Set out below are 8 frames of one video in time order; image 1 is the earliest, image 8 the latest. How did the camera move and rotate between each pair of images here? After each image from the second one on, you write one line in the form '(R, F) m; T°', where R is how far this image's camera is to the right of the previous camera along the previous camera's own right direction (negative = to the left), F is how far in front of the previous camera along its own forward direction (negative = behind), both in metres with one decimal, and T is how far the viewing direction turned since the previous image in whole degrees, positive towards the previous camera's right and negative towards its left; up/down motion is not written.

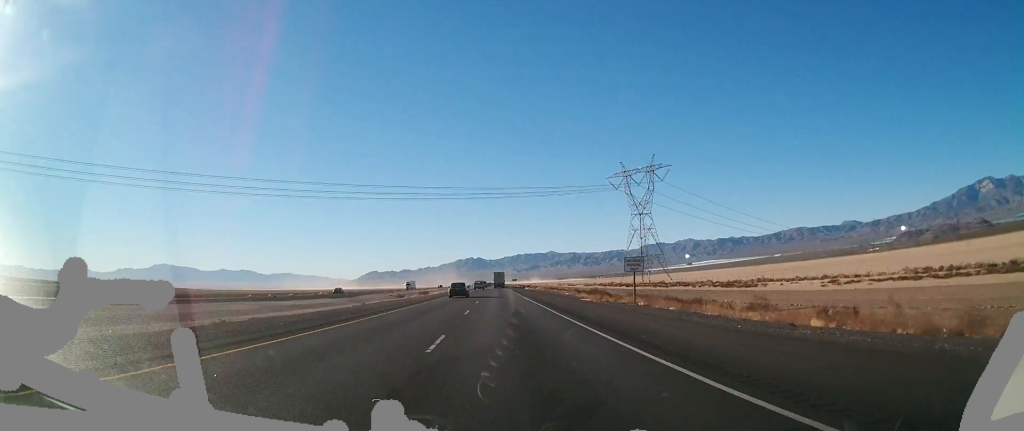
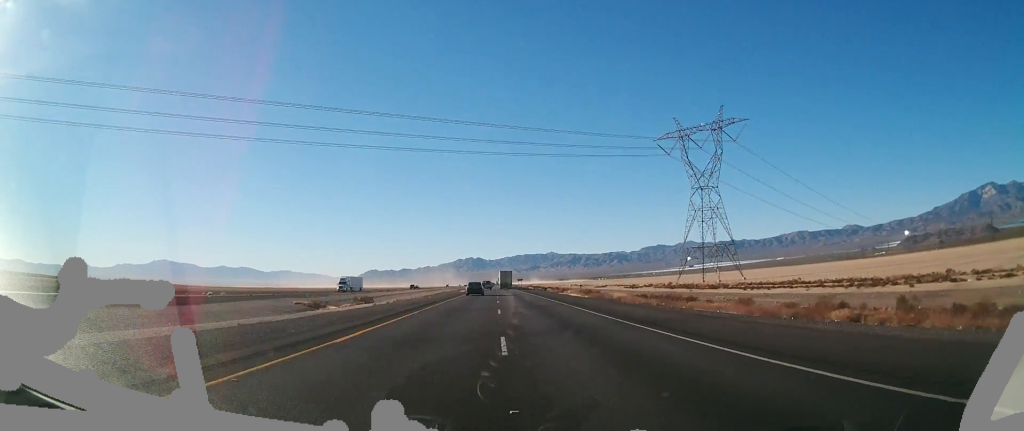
(-0.6, +71.9) m; -1°
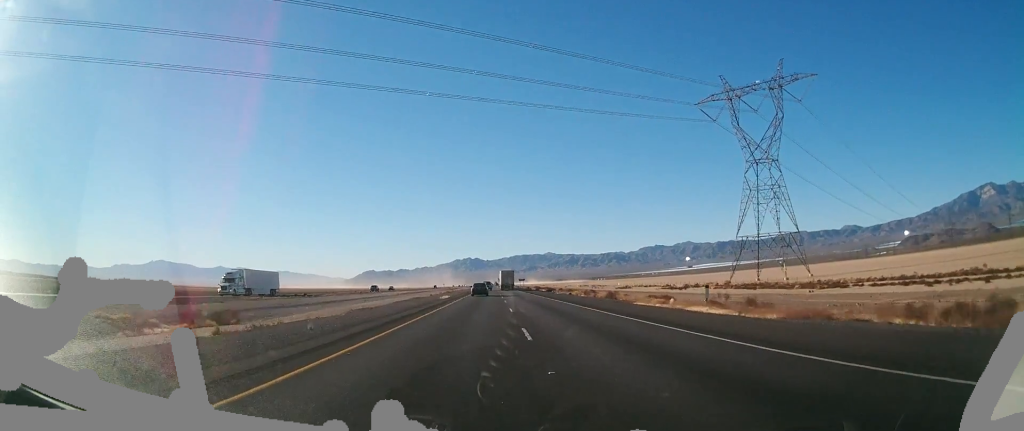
(0.0, +40.0) m; 0°
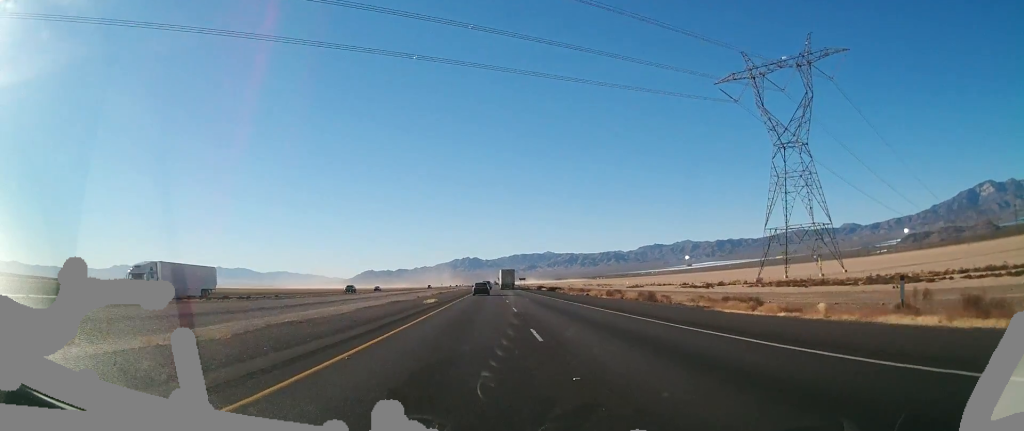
(+0.1, +15.1) m; 0°
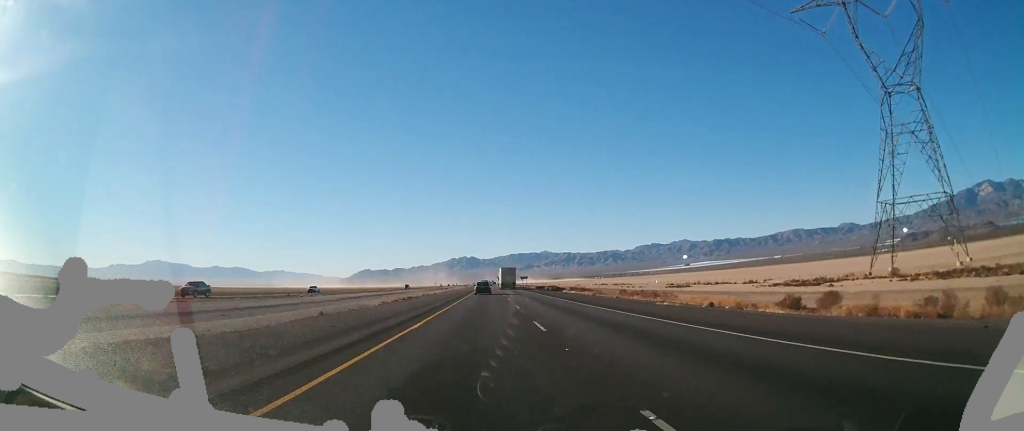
(+0.3, +39.8) m; 0°
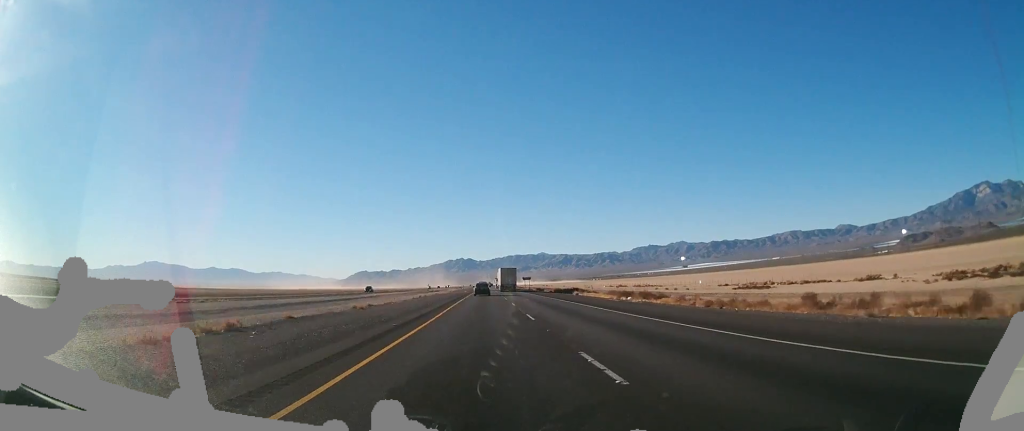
(-0.3, +38.0) m; 0°
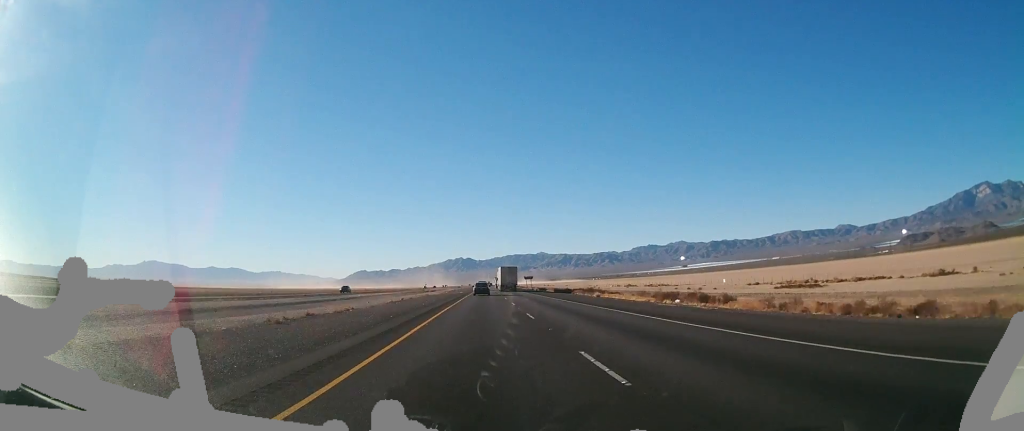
(-0.1, +14.3) m; 0°
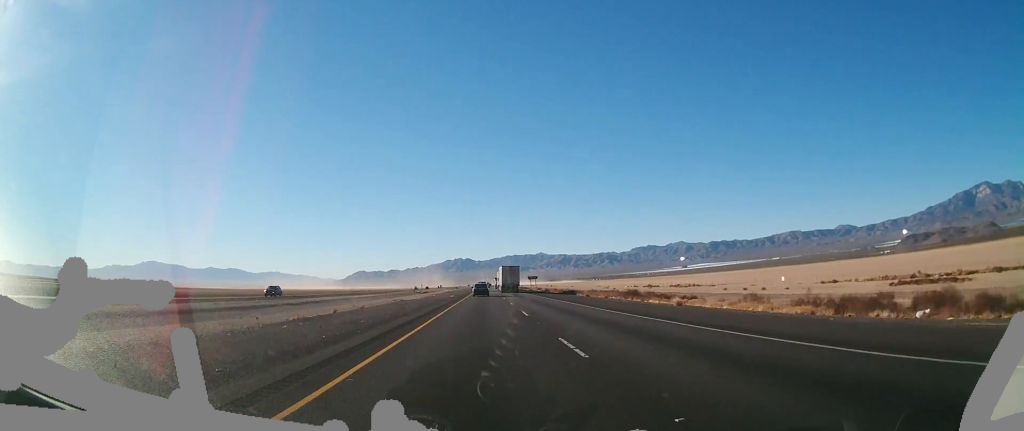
(+0.5, +25.1) m; +1°
